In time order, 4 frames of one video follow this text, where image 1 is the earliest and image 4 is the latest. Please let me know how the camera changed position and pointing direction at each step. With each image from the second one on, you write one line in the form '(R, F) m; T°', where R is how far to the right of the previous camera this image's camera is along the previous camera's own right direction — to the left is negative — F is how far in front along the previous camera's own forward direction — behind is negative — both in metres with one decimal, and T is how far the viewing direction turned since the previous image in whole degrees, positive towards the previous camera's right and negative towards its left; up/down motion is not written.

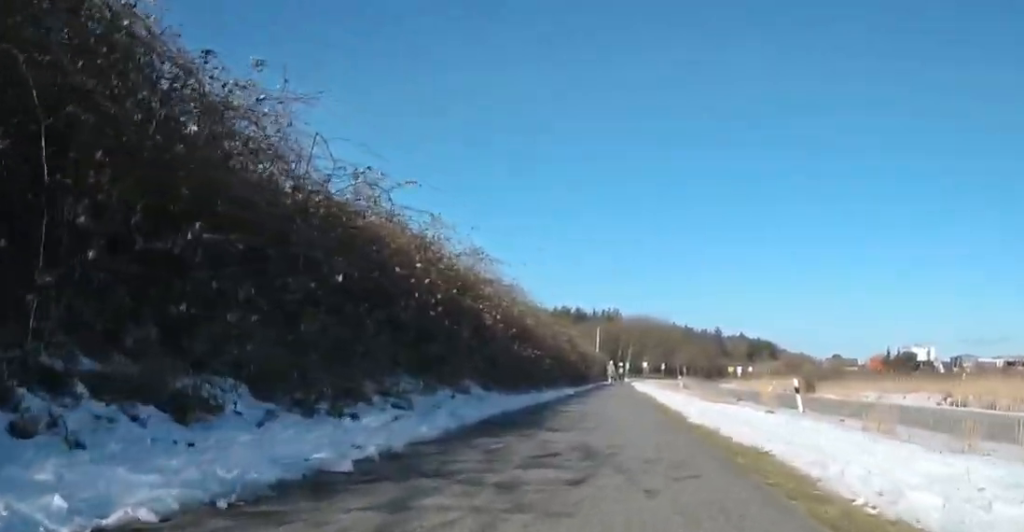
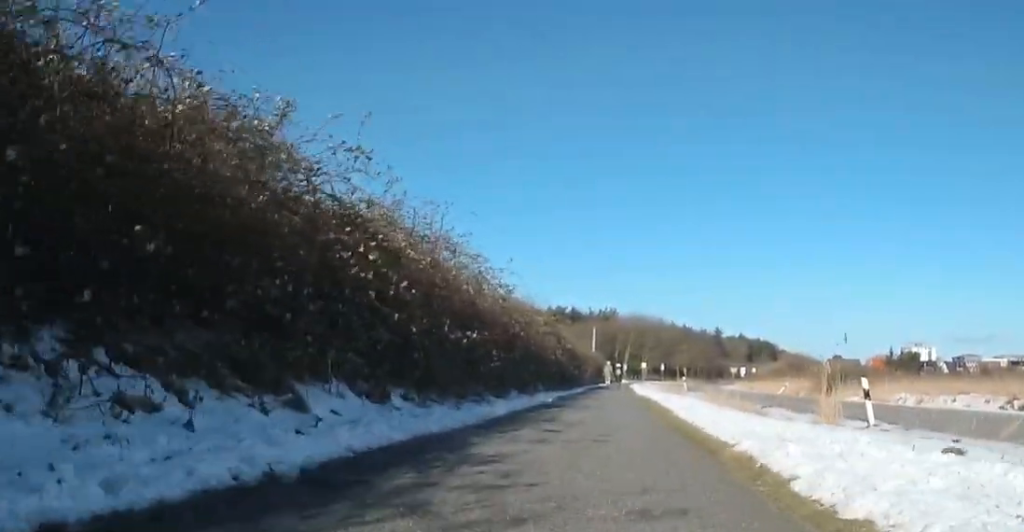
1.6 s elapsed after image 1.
(-0.6, +6.9) m; -3°
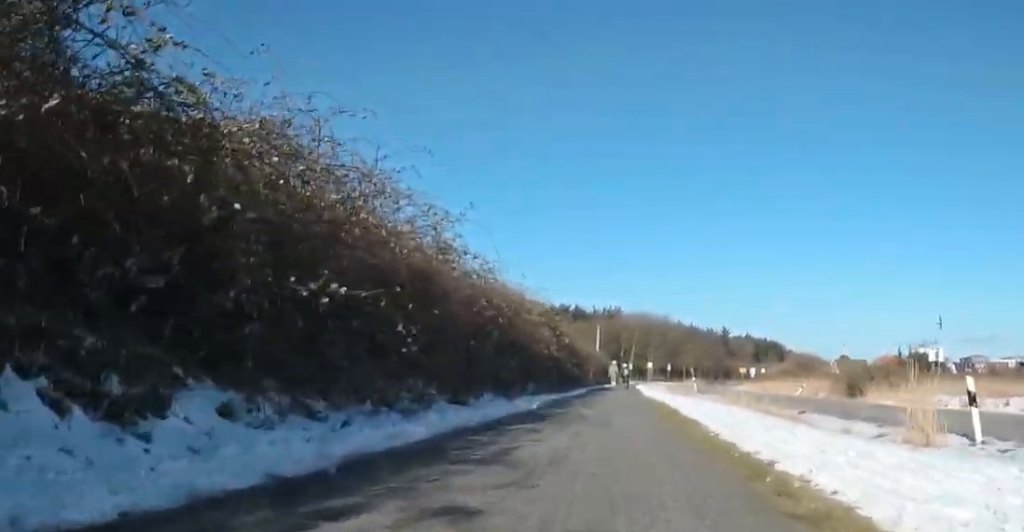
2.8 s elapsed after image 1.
(+0.3, +5.1) m; +6°
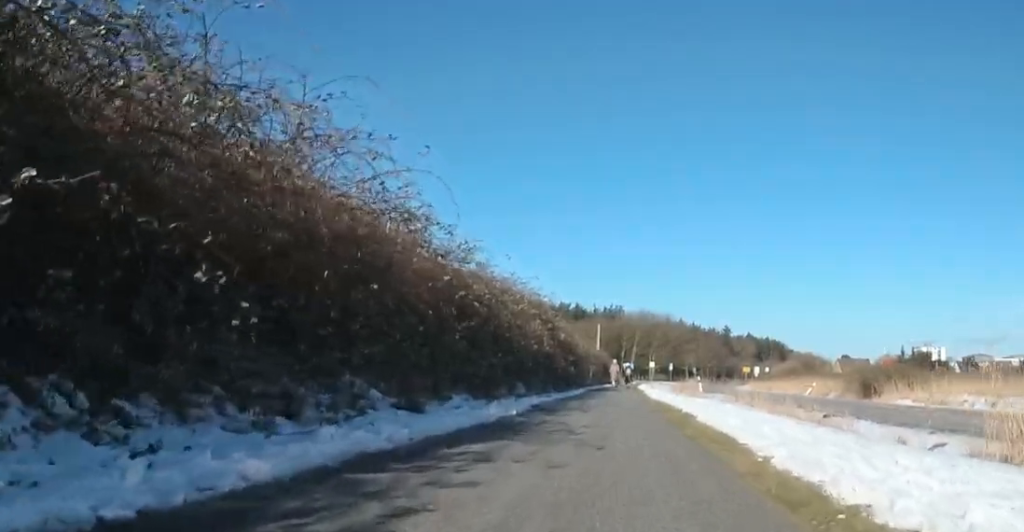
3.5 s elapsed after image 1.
(+0.1, +3.0) m; +2°
